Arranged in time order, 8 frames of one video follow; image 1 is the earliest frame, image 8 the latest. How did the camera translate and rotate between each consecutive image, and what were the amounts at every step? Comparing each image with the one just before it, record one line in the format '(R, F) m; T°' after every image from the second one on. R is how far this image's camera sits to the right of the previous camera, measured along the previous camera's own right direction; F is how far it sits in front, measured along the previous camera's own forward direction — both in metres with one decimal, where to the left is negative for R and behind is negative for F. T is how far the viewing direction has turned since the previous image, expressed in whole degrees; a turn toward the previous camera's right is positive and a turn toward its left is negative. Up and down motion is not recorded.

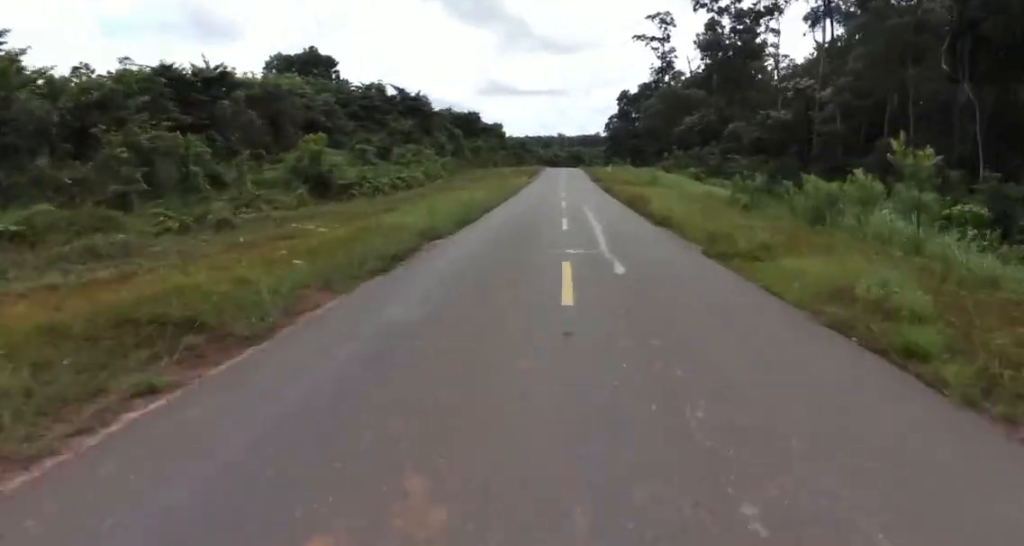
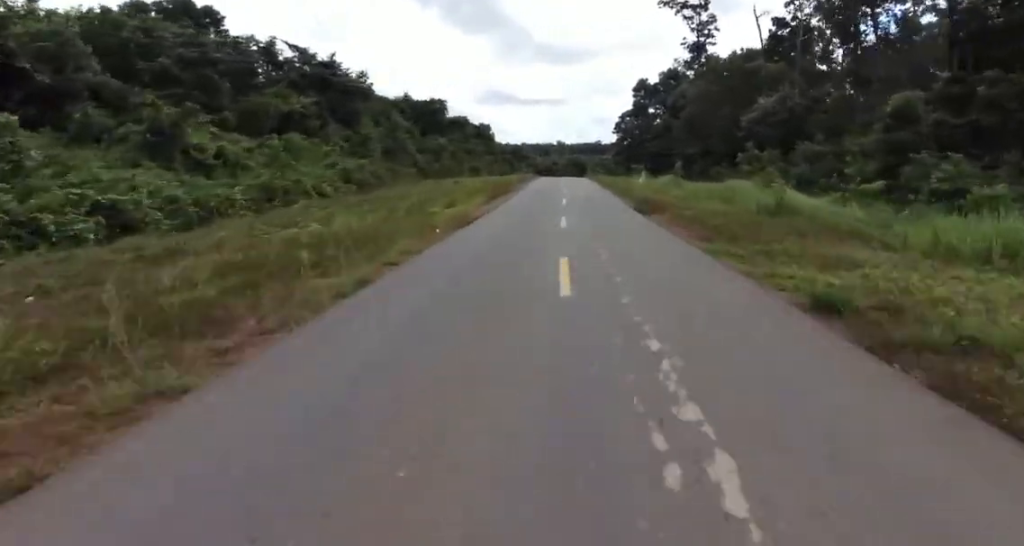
(-0.7, +33.0) m; -1°
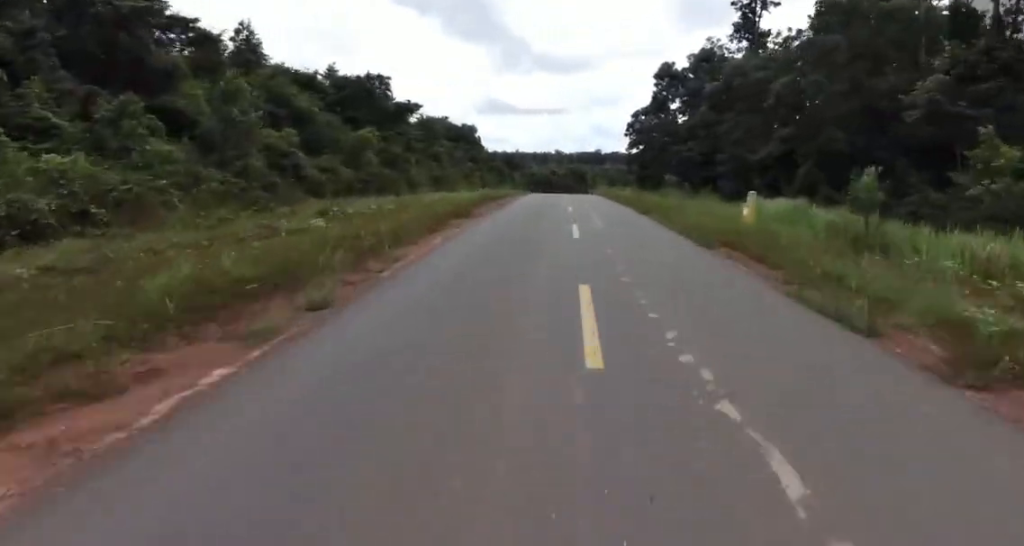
(+0.6, +27.3) m; +3°
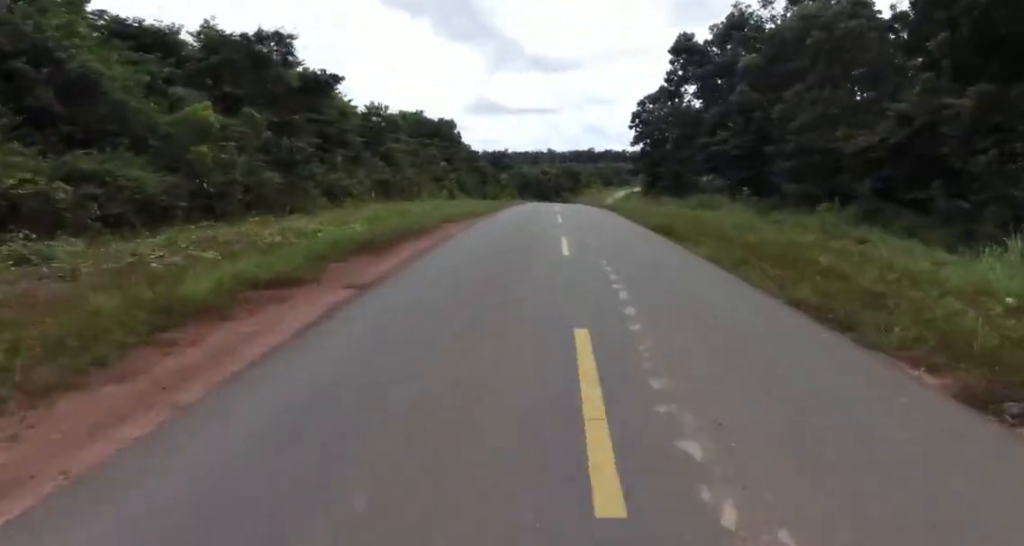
(+0.1, +19.1) m; 0°
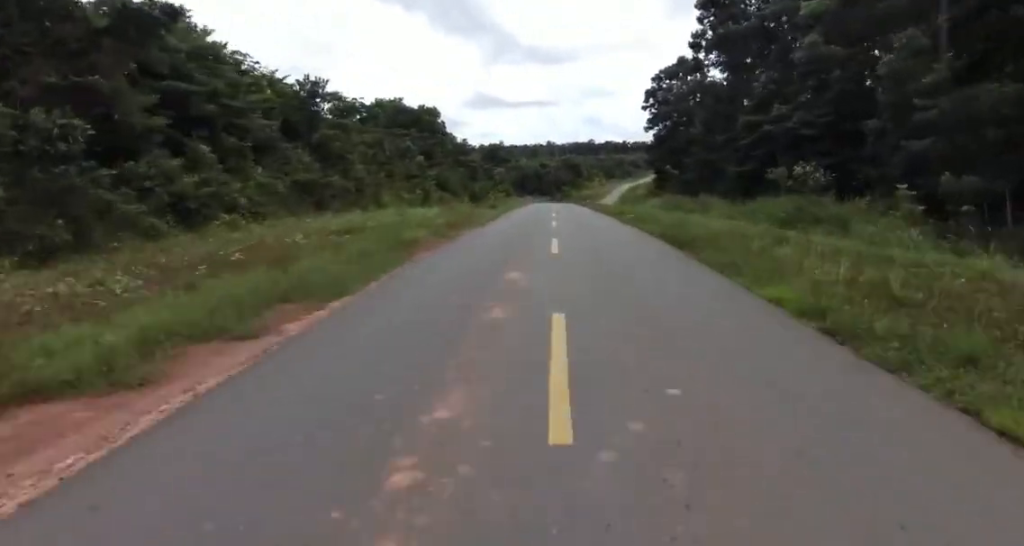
(0.0, +14.7) m; 0°
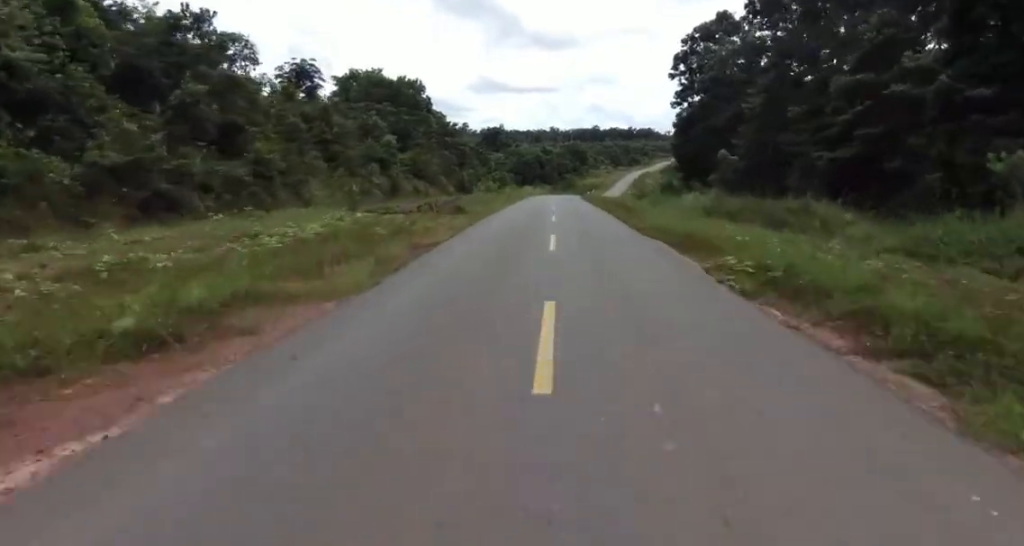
(0.0, +16.2) m; 0°
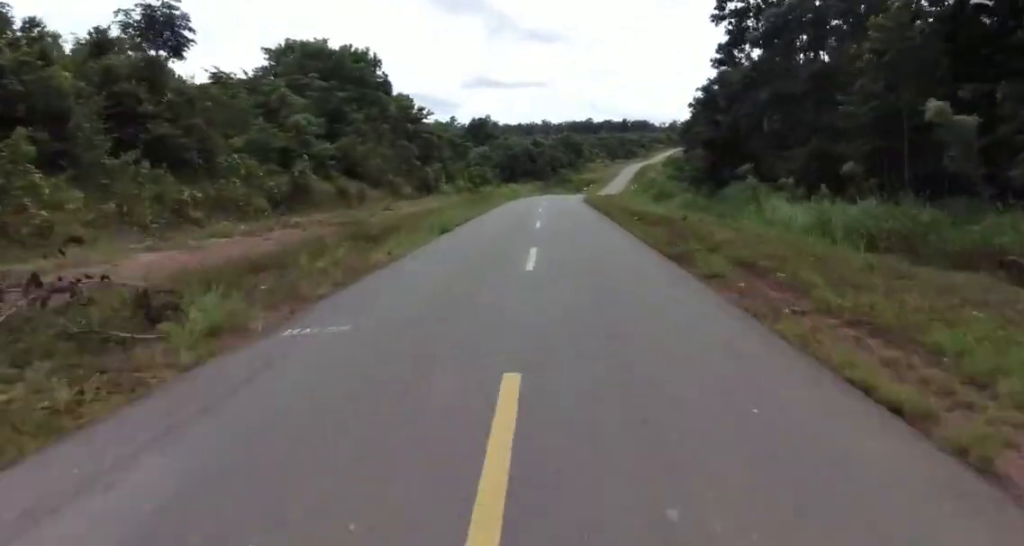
(0.0, +19.4) m; -1°
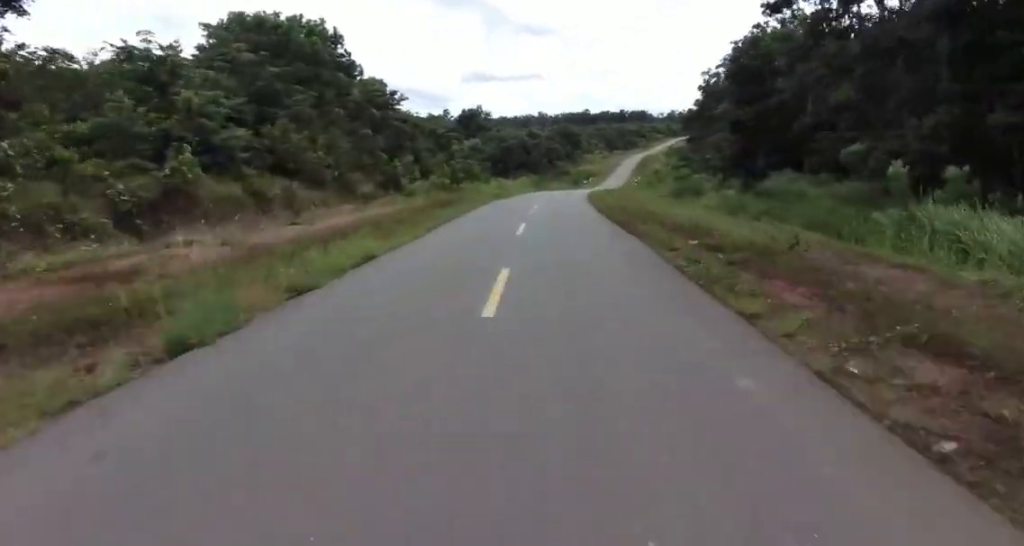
(-0.3, +12.3) m; -1°
